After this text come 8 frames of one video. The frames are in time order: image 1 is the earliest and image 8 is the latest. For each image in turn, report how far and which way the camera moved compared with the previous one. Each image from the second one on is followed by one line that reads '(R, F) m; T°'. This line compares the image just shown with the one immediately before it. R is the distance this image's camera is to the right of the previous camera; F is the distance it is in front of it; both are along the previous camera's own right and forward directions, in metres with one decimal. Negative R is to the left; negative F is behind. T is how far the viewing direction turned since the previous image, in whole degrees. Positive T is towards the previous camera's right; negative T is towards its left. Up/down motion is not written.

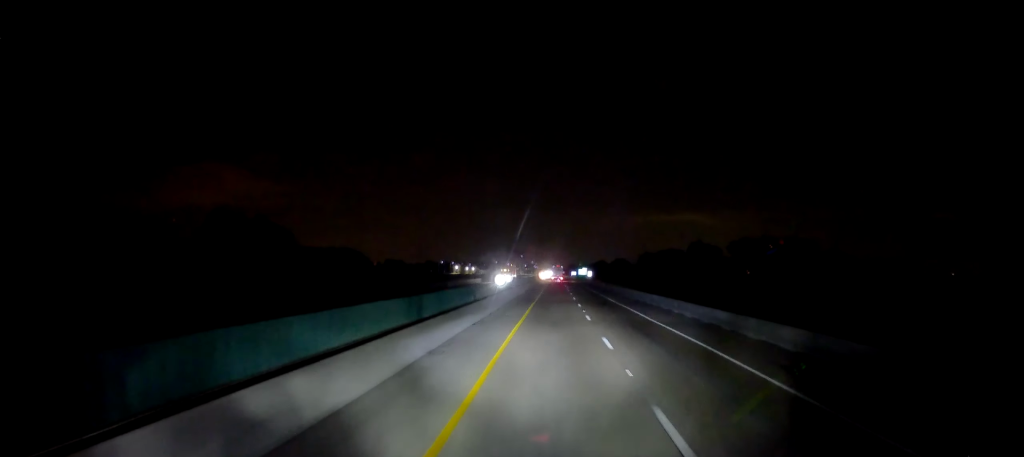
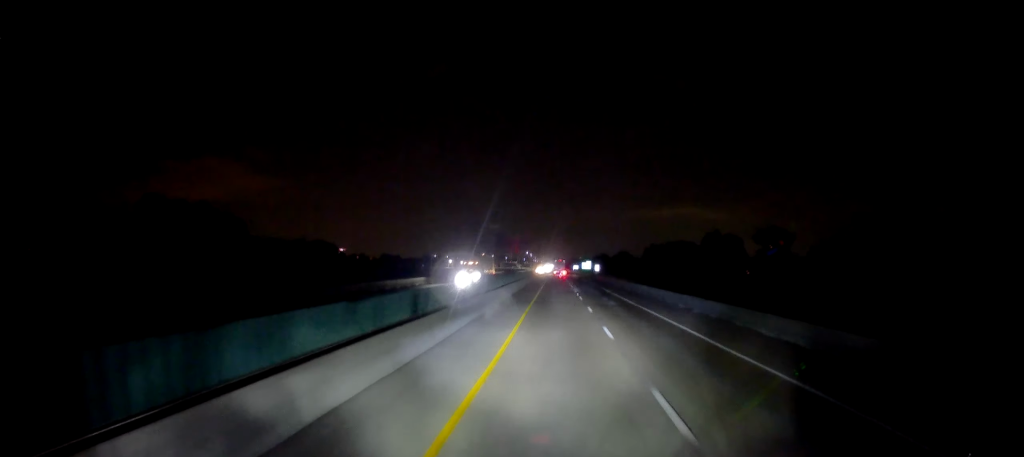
(+0.5, +35.0) m; +1°
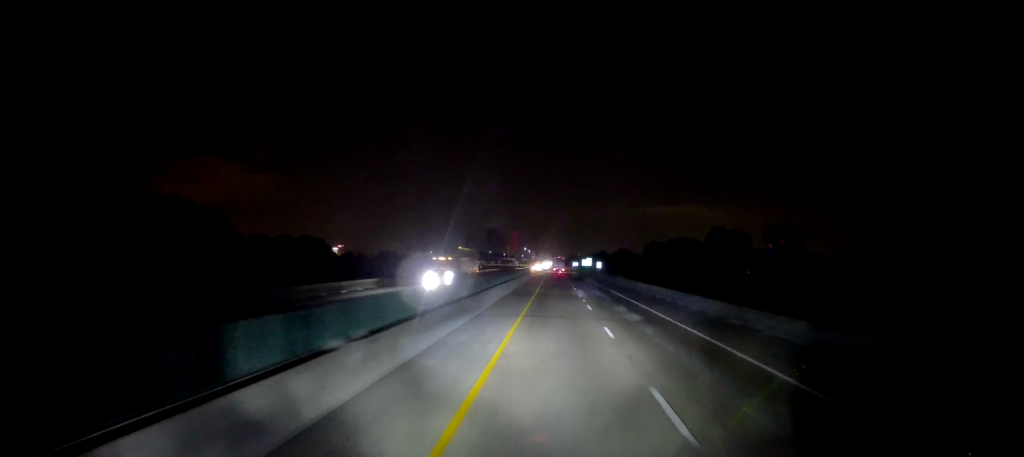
(+0.3, +12.8) m; 0°
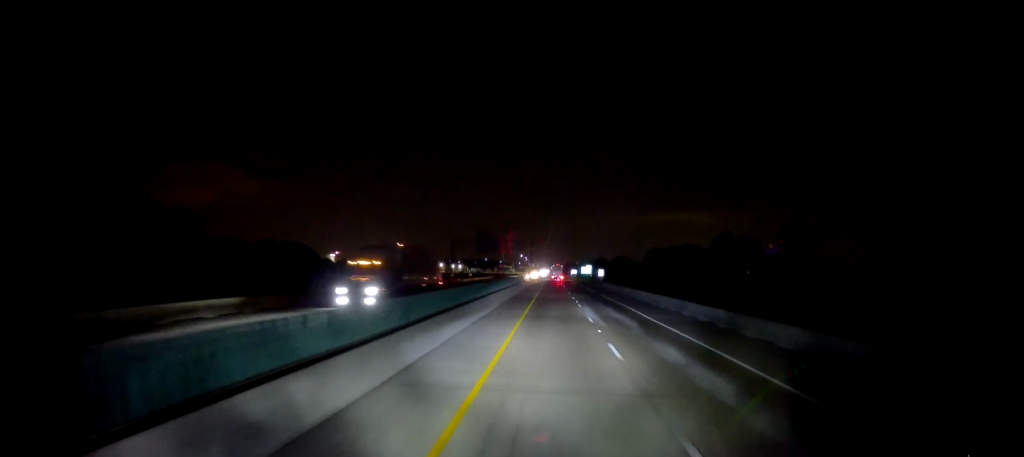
(-0.2, +15.8) m; 0°
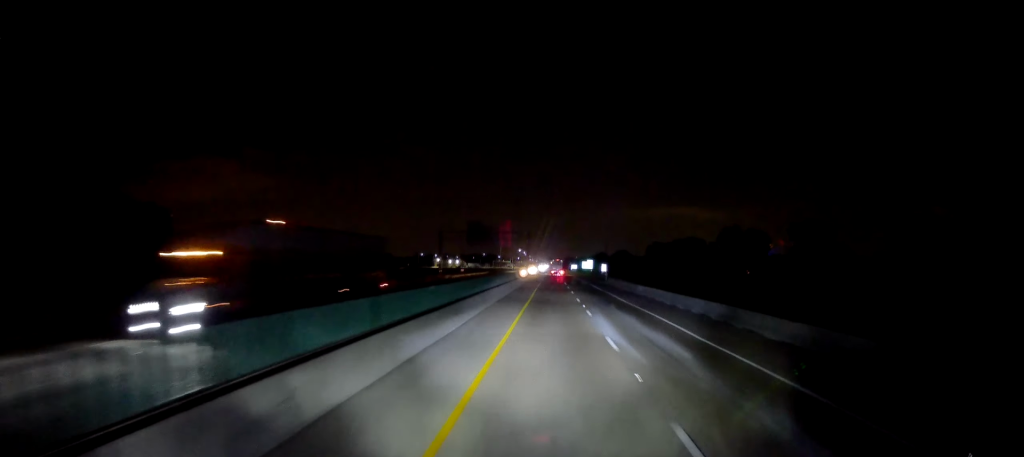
(-0.3, +12.1) m; 0°
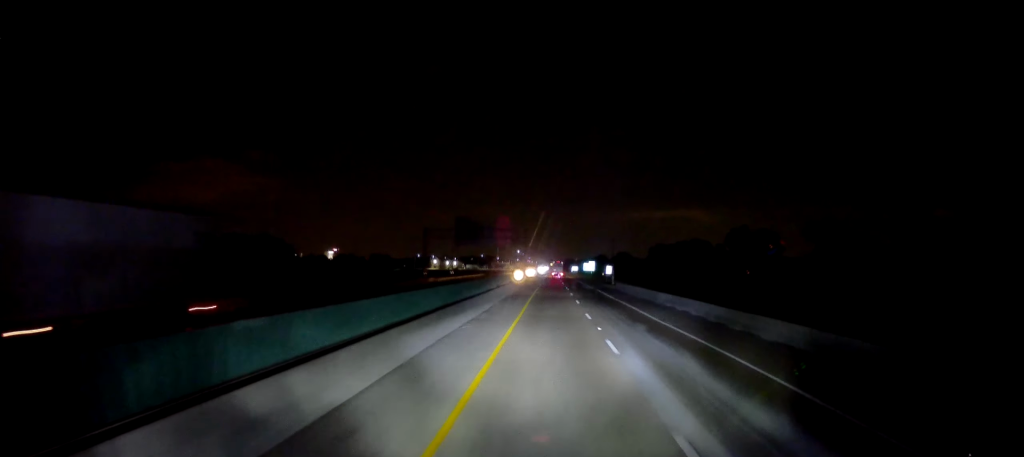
(0.0, +12.2) m; 0°
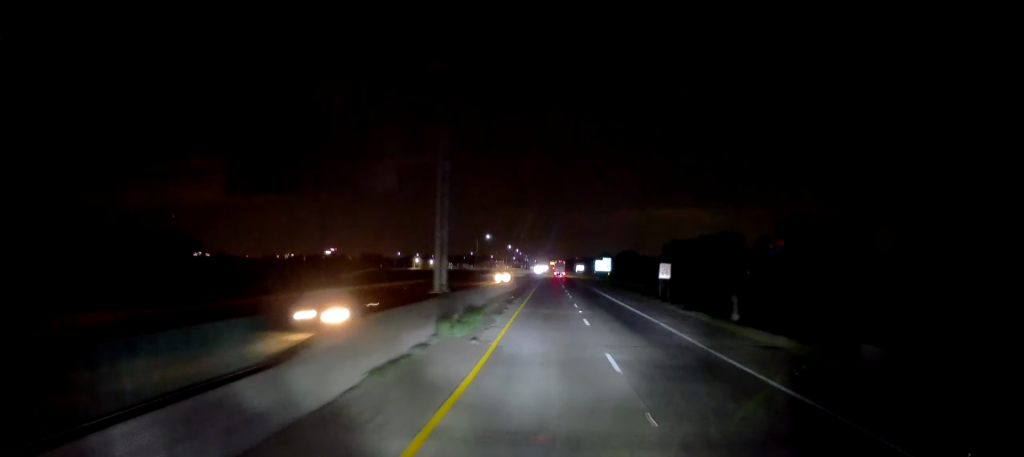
(+0.5, +65.1) m; 0°
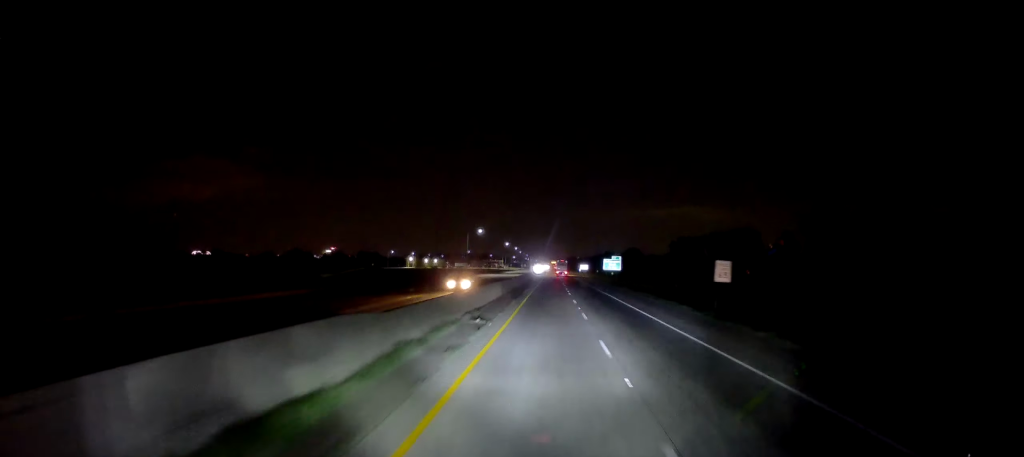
(+0.1, +21.8) m; 0°
